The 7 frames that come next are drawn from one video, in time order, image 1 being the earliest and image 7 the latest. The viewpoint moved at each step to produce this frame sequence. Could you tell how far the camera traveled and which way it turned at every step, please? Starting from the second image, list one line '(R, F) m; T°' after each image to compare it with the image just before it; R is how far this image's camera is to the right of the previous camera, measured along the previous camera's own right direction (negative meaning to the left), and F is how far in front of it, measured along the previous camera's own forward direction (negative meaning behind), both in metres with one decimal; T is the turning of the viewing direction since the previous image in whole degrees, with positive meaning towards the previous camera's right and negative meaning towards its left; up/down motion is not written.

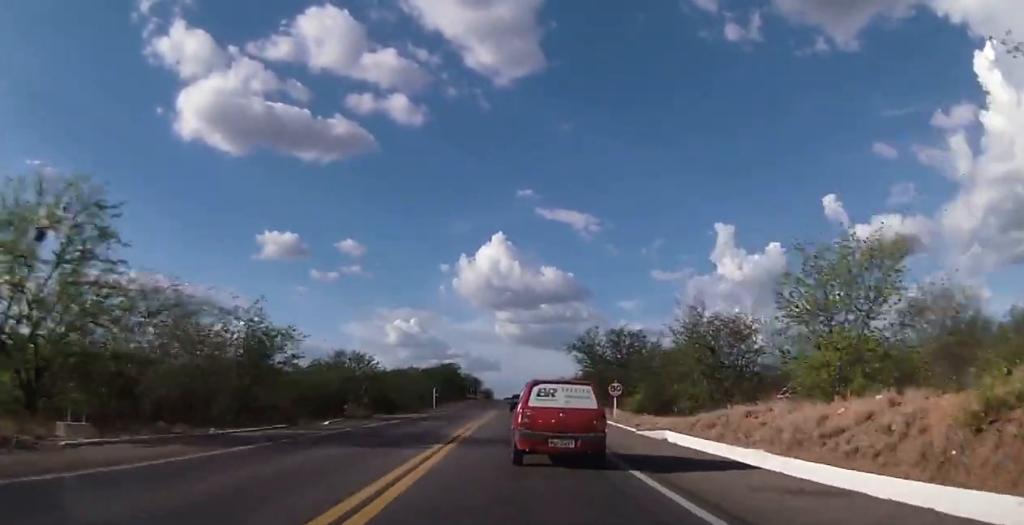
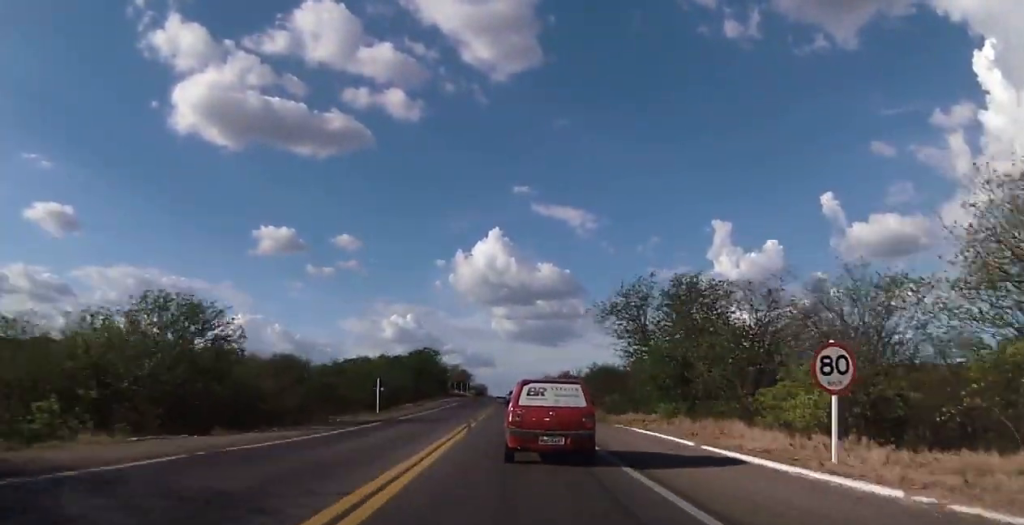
(+0.6, +30.7) m; +1°
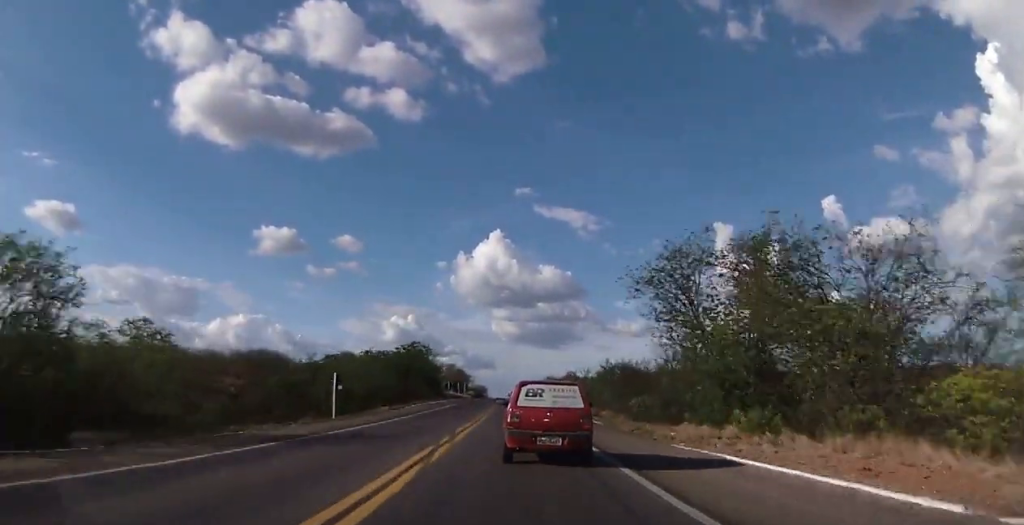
(-0.3, +11.8) m; 0°
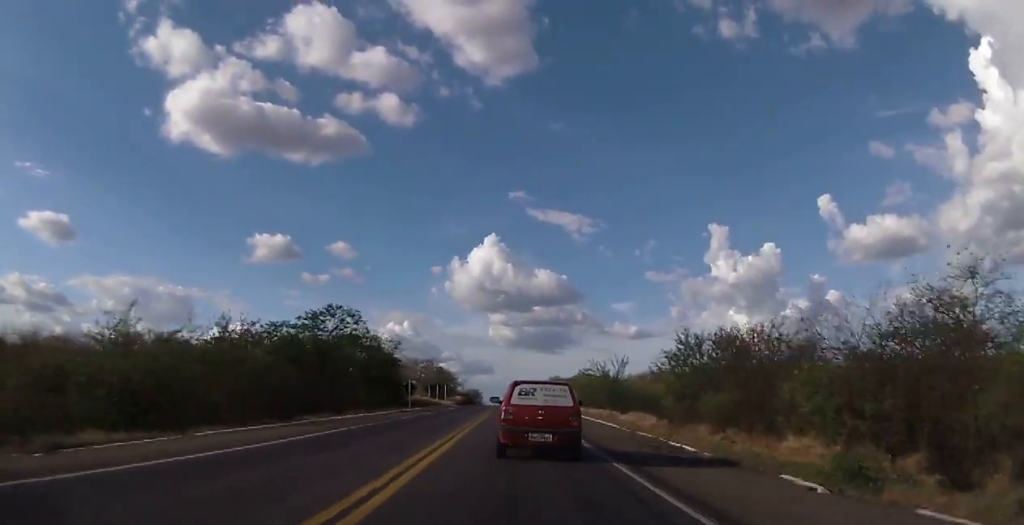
(+0.2, +36.8) m; 0°
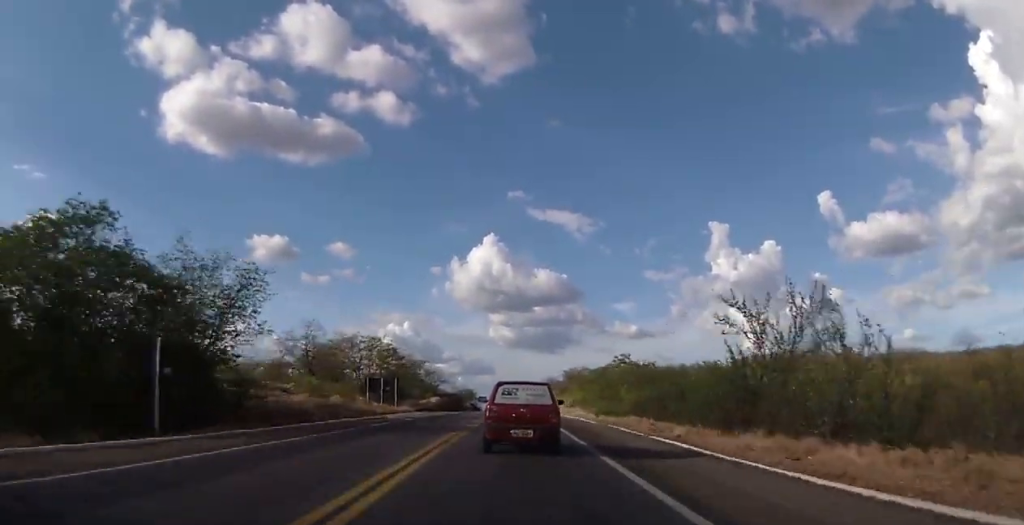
(-0.1, +46.6) m; 0°
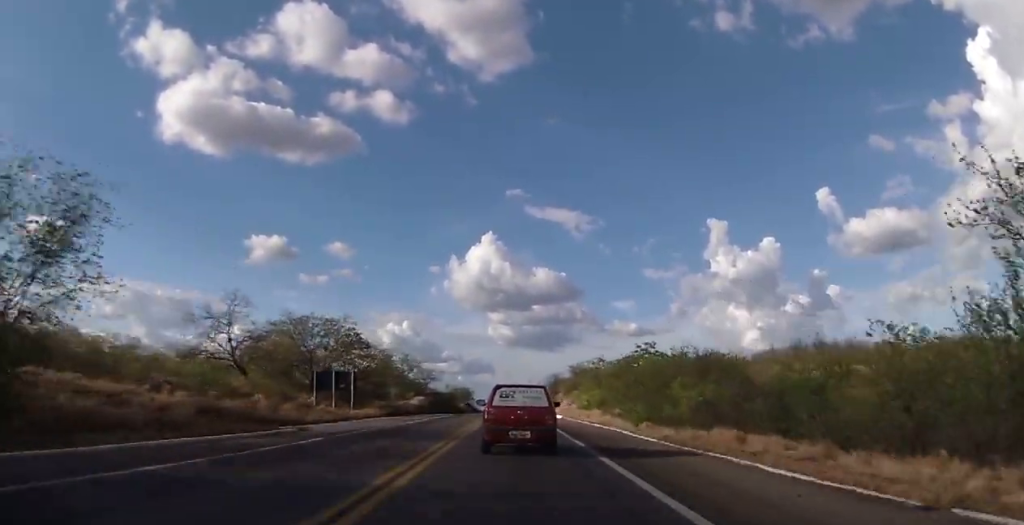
(-0.3, +16.7) m; -1°
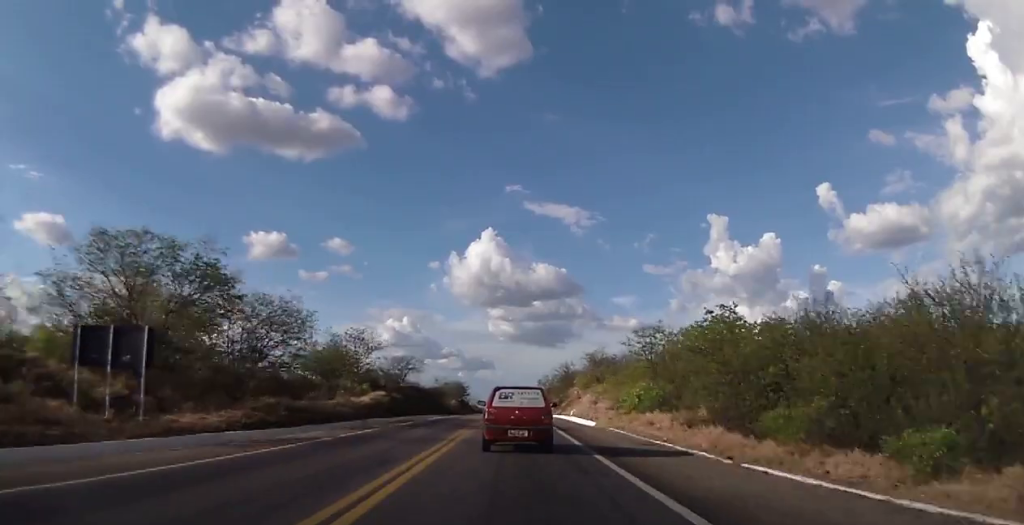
(+0.3, +26.7) m; +1°
